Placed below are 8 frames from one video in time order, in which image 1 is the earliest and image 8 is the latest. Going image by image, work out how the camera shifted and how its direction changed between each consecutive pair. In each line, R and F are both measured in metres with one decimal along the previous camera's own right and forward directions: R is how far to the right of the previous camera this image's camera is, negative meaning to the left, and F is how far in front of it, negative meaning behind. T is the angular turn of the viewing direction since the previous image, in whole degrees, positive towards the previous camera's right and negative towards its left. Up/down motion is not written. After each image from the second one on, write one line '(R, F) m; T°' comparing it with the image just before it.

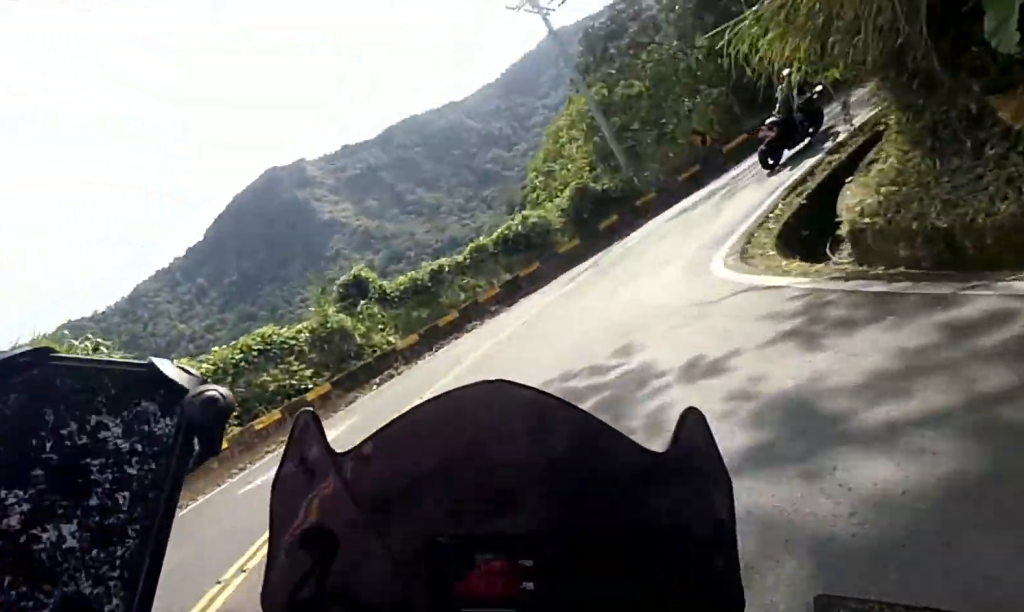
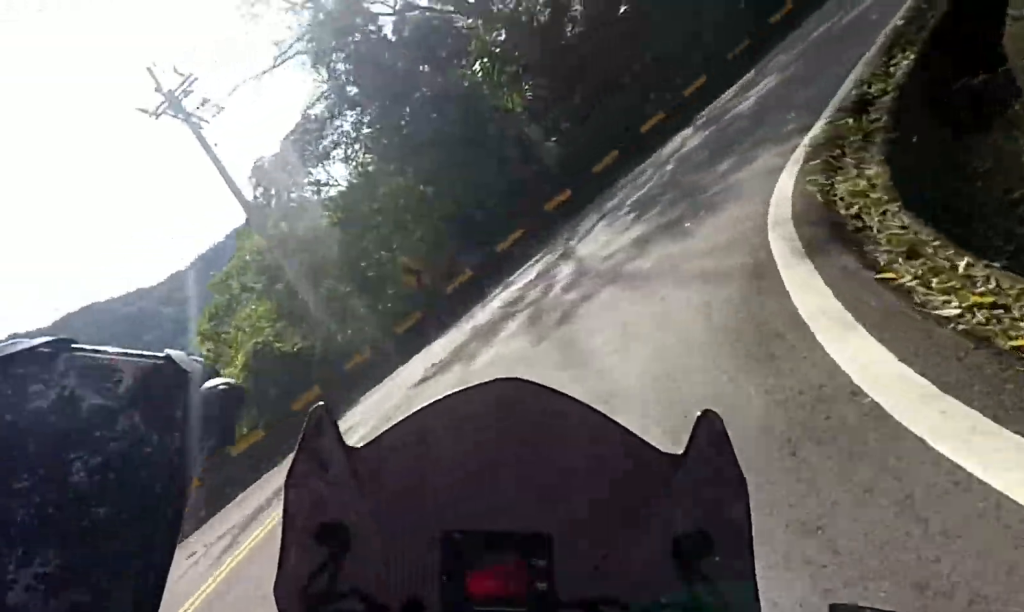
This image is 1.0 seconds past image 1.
(+0.3, +8.0) m; +32°
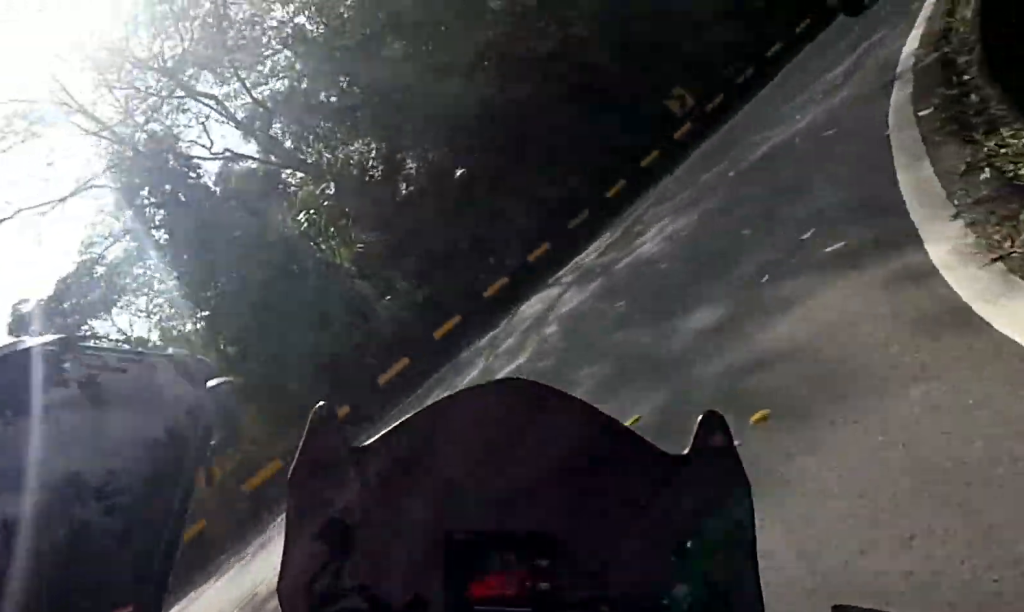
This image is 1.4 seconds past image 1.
(+1.9, +2.7) m; +24°
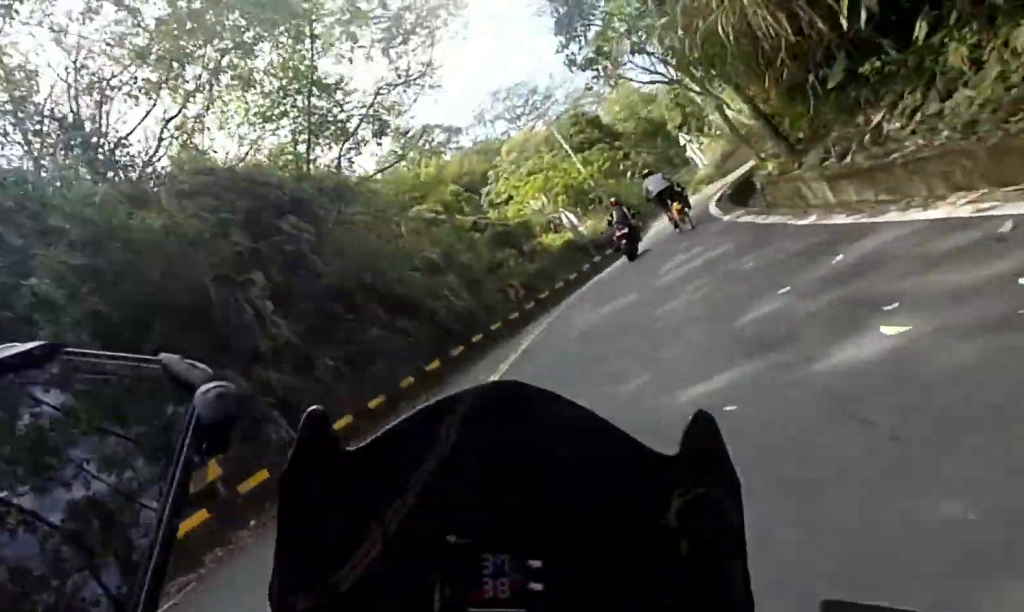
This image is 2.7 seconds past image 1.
(+4.6, +8.2) m; +54°
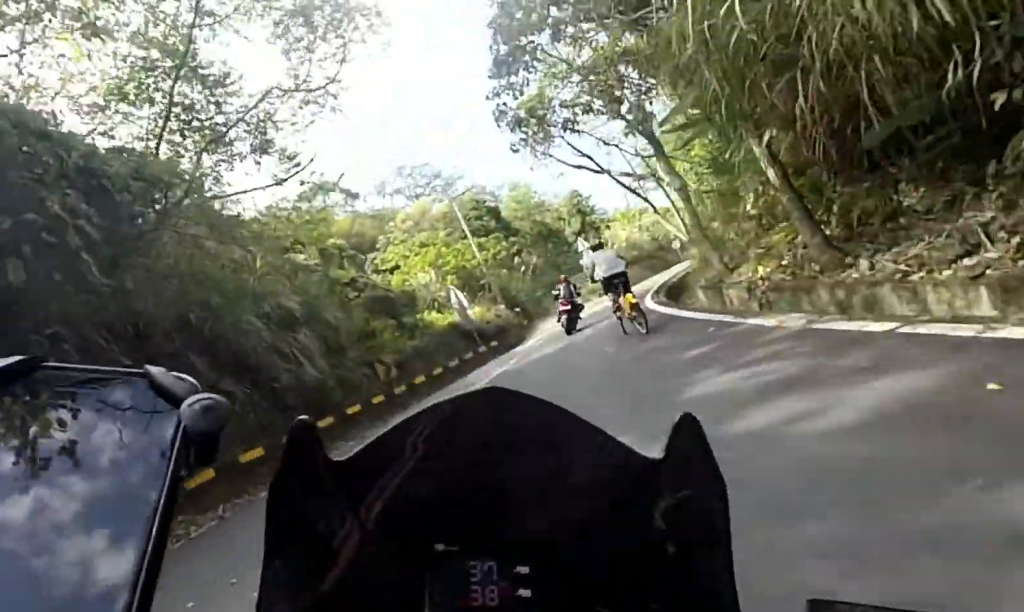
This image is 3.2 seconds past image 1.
(+0.9, +5.0) m; +16°
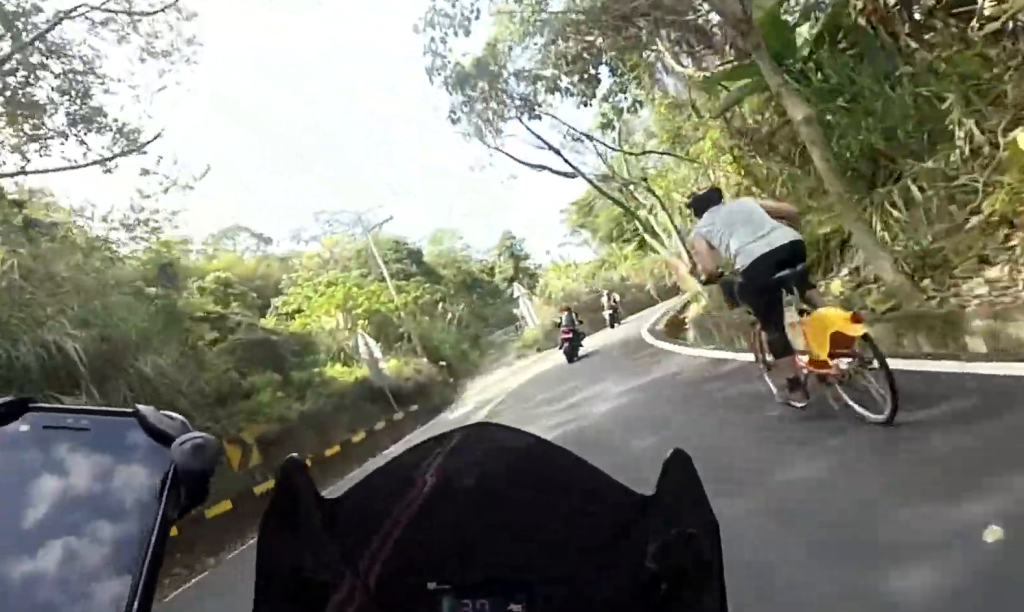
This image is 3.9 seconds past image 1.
(+1.4, +7.6) m; +15°
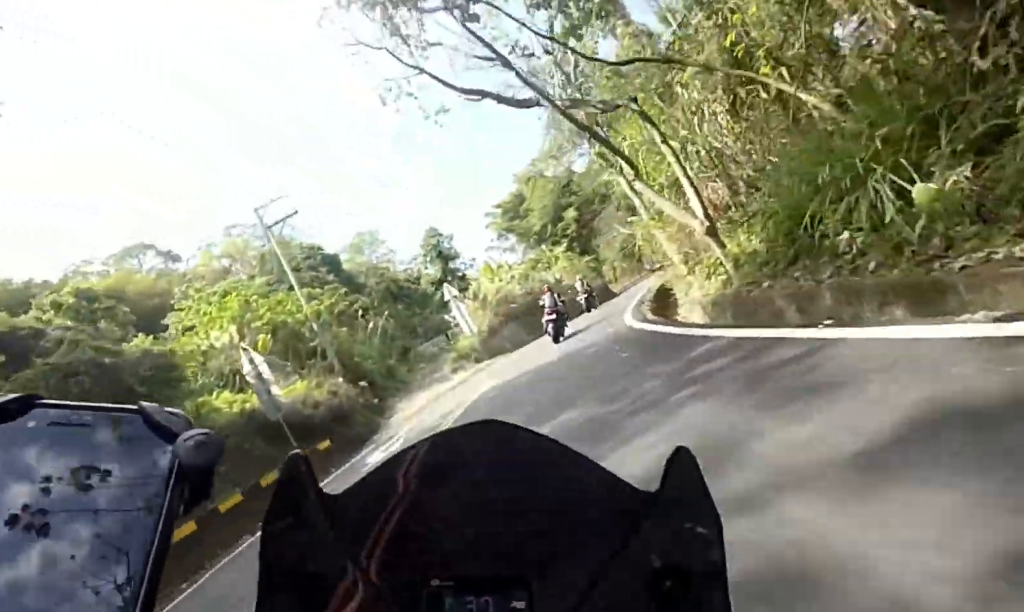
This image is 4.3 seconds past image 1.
(+0.6, +6.2) m; +6°
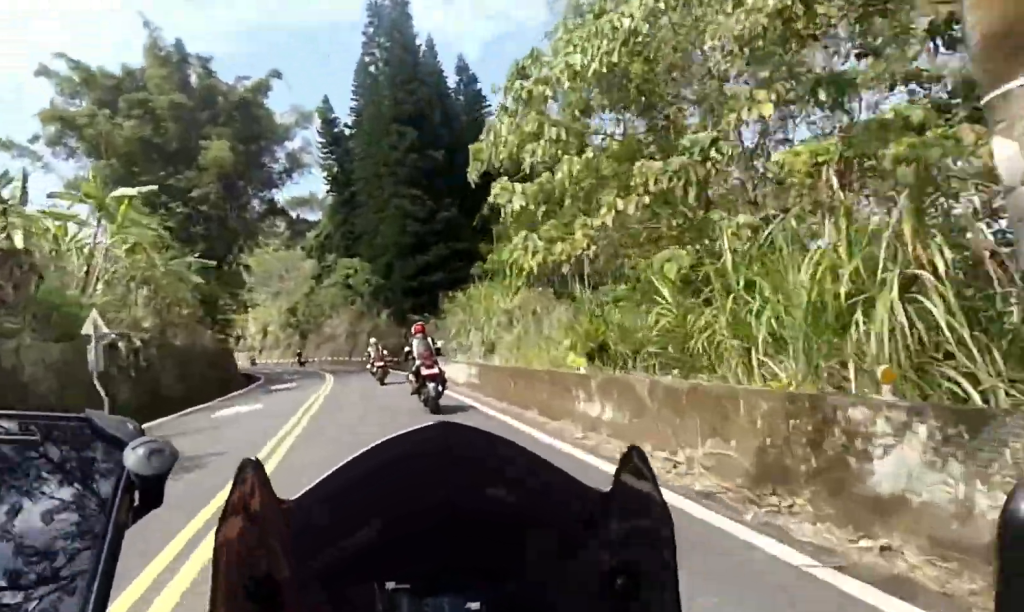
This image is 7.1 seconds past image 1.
(+9.2, +44.9) m; +18°
